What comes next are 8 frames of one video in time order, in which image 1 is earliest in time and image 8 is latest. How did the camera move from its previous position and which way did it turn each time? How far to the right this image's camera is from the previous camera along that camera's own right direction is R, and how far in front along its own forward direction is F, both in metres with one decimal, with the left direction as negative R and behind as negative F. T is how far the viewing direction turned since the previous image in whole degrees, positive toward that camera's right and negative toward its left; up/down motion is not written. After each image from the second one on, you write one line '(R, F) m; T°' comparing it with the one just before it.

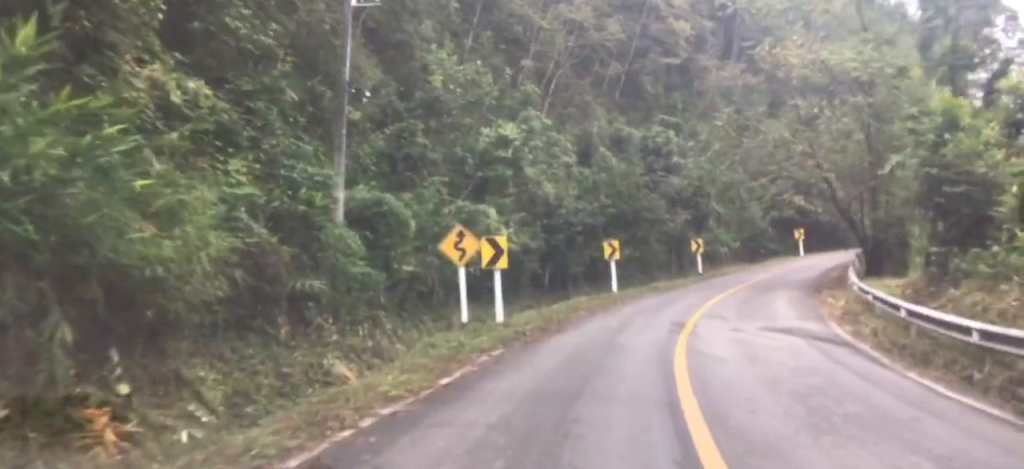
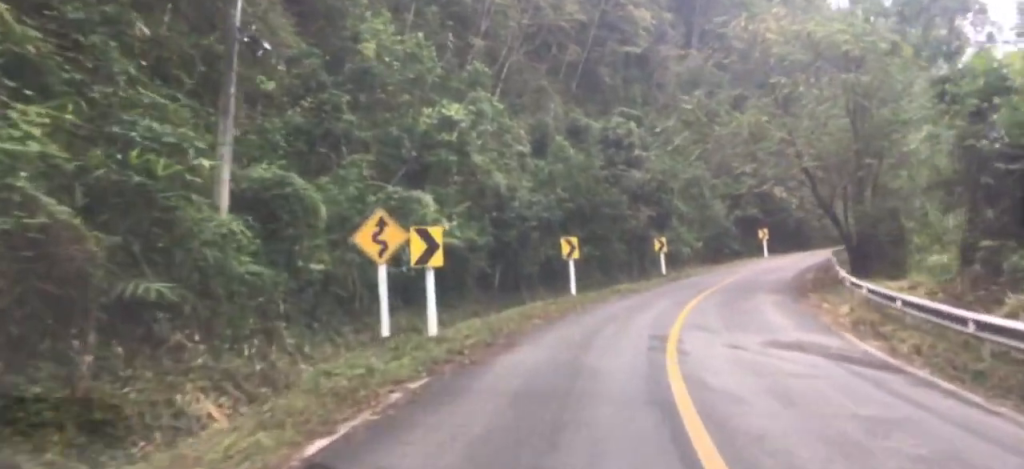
(-0.5, +4.3) m; +1°
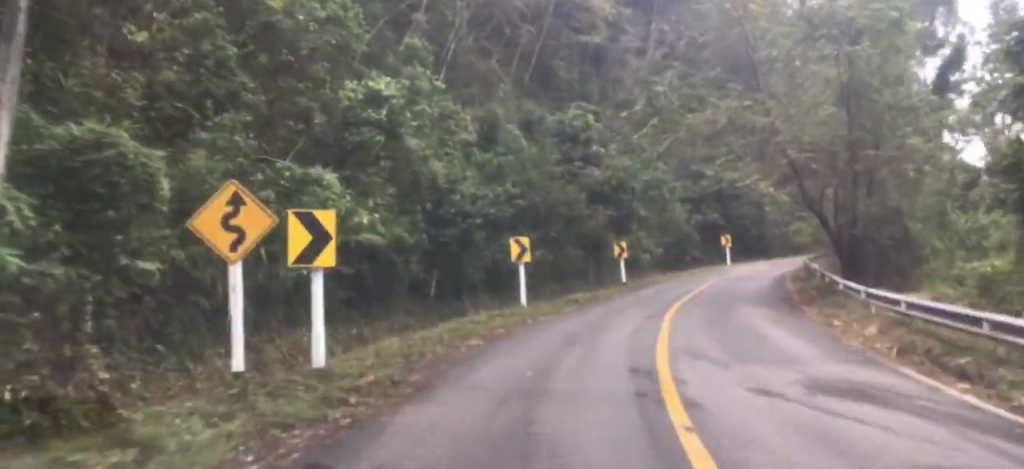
(-0.3, +4.9) m; +2°
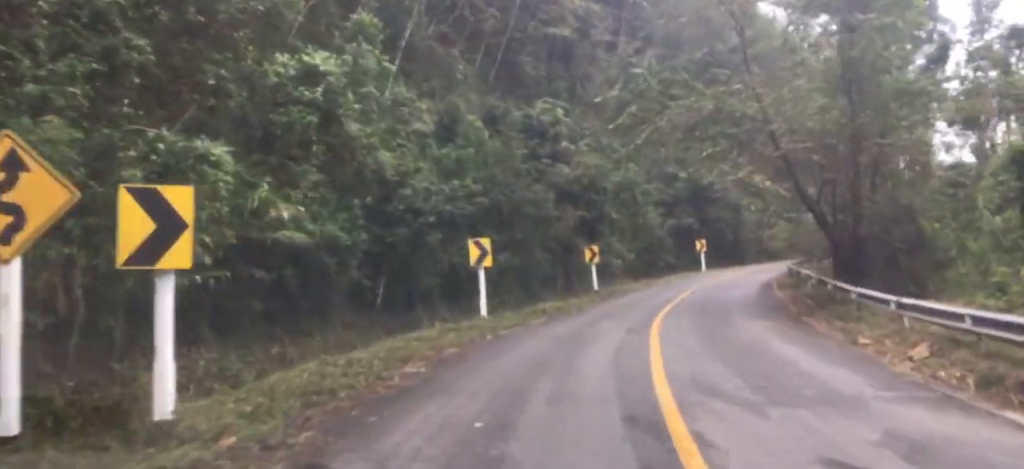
(+0.4, +3.7) m; +4°
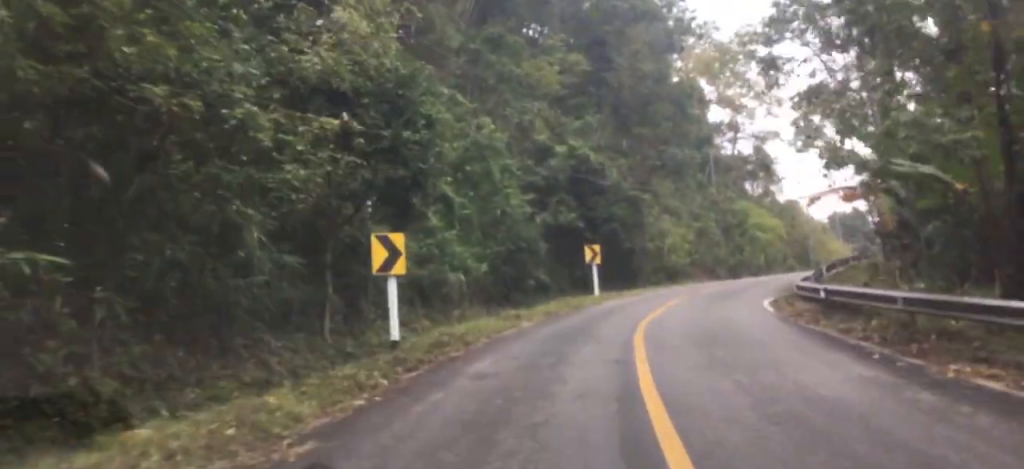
(+1.0, +23.5) m; +1°
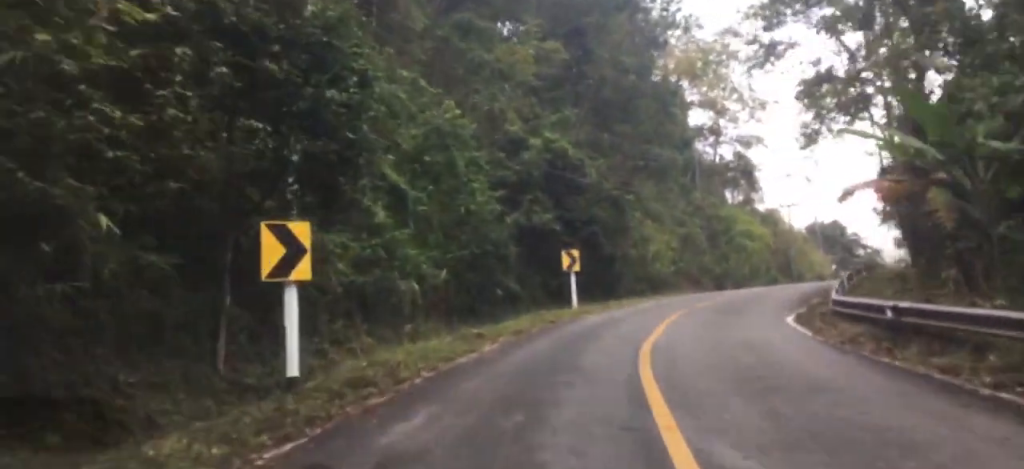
(-0.4, +4.9) m; +3°
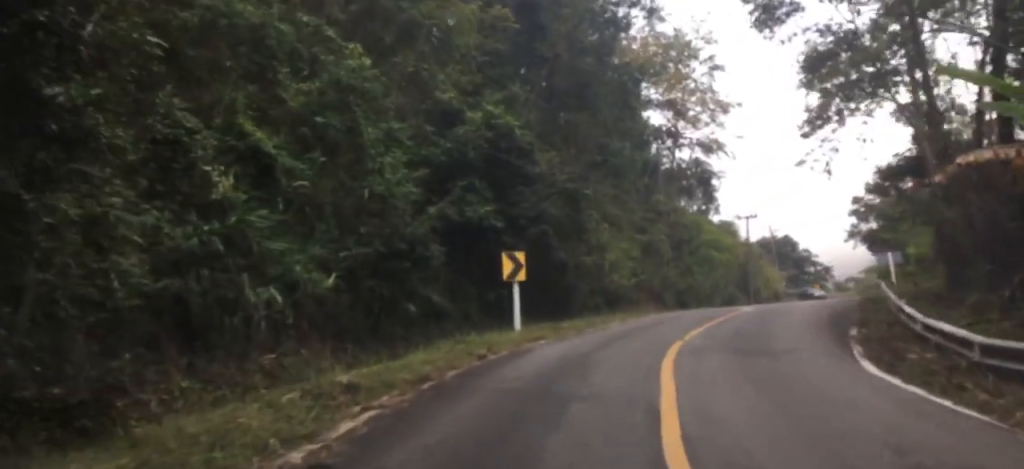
(+1.1, +7.8) m; +6°
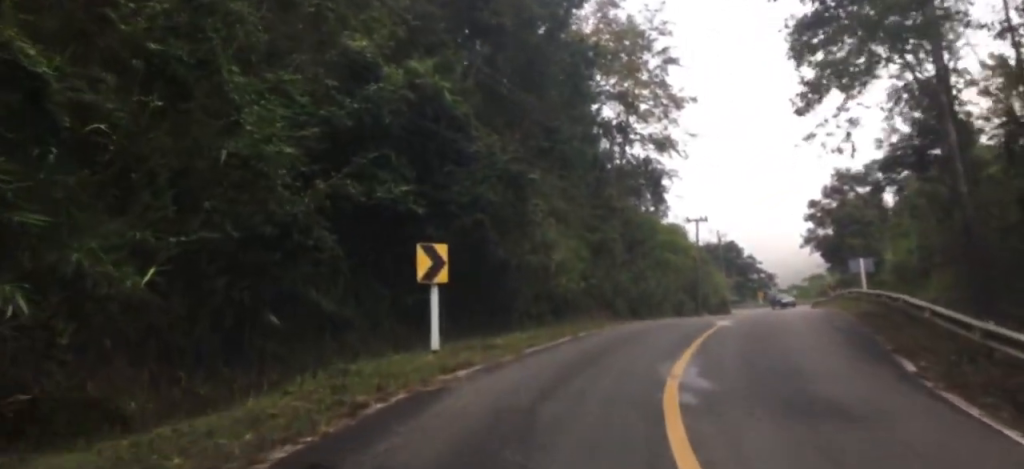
(-0.2, +5.5) m; +3°
